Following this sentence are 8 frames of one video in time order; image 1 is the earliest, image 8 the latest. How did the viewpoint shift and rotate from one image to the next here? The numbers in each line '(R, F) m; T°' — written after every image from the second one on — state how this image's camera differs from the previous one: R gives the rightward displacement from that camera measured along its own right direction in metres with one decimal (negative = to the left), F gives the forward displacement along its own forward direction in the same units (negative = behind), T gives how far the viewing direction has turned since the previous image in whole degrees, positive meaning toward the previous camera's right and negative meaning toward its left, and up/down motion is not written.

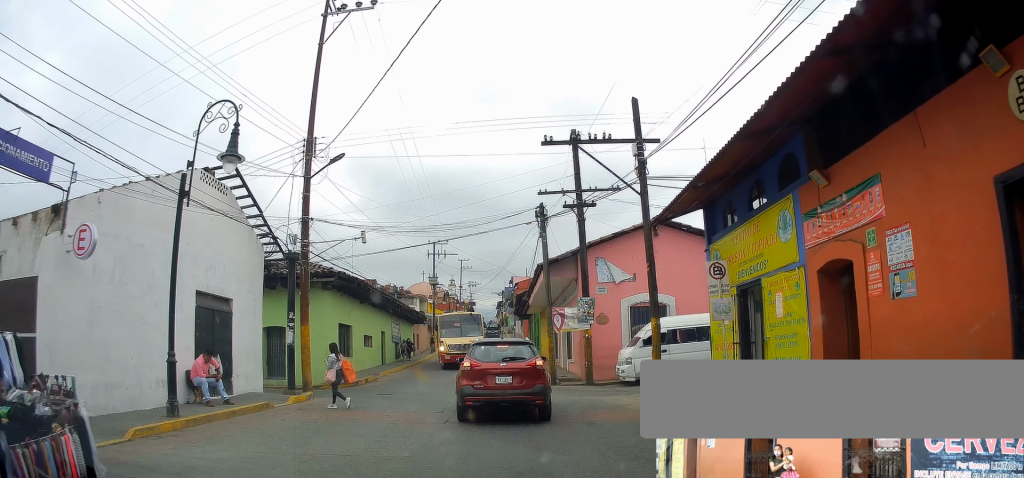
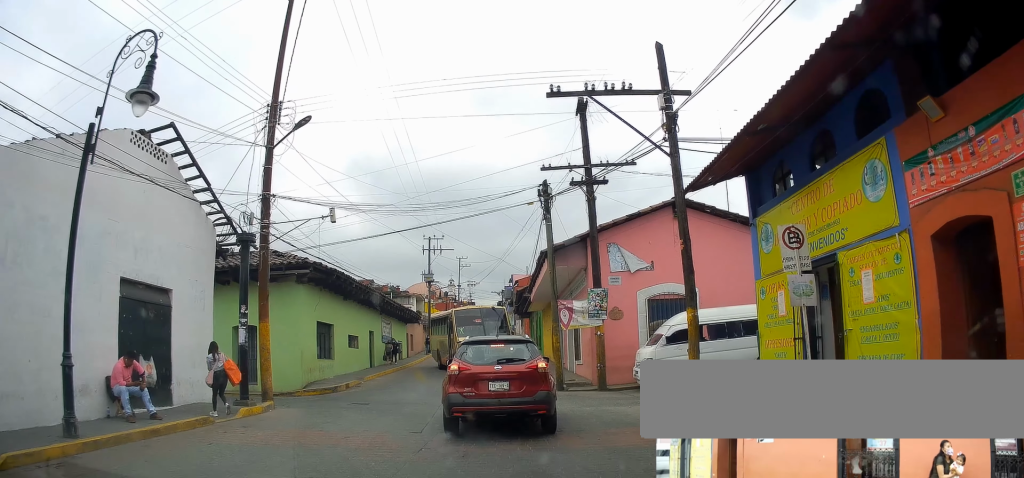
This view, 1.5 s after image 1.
(+0.1, +0.3) m; 0°
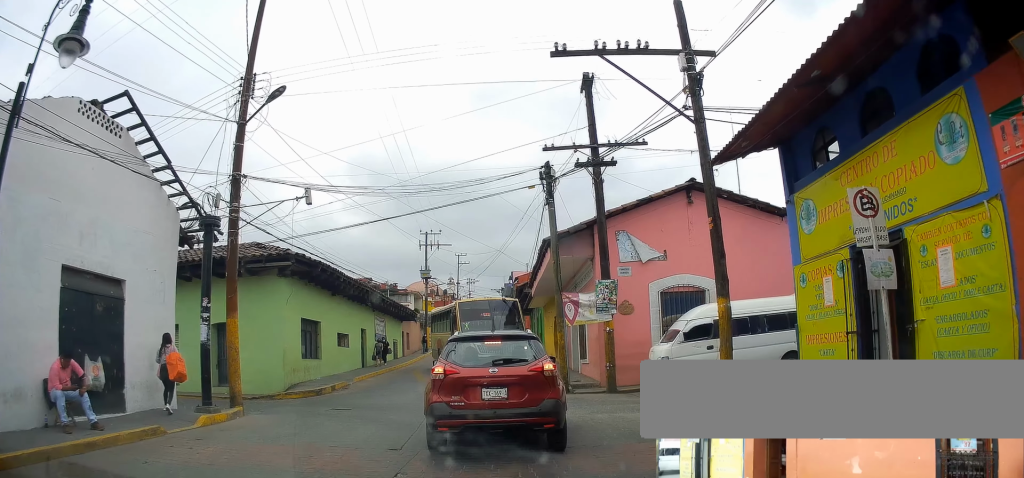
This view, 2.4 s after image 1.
(+0.1, +0.5) m; 0°
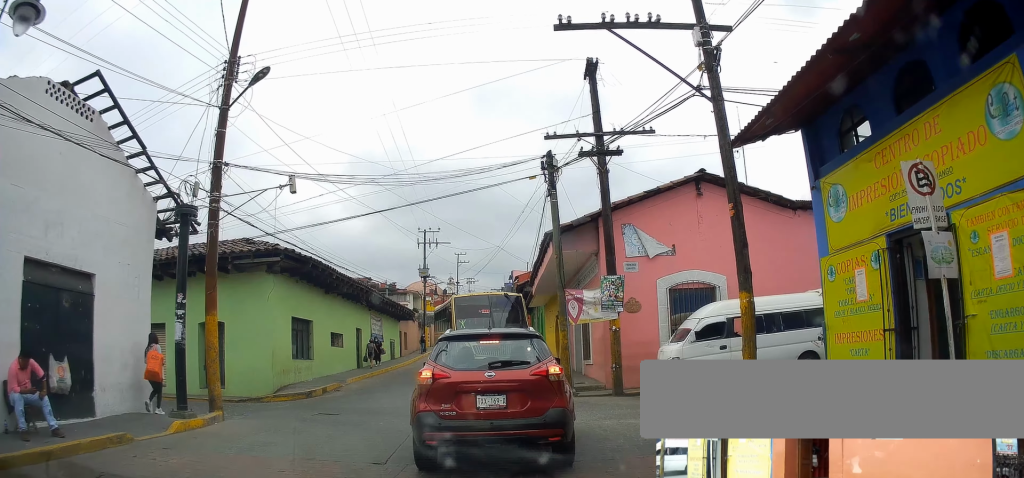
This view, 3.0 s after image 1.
(+0.2, +0.8) m; 0°
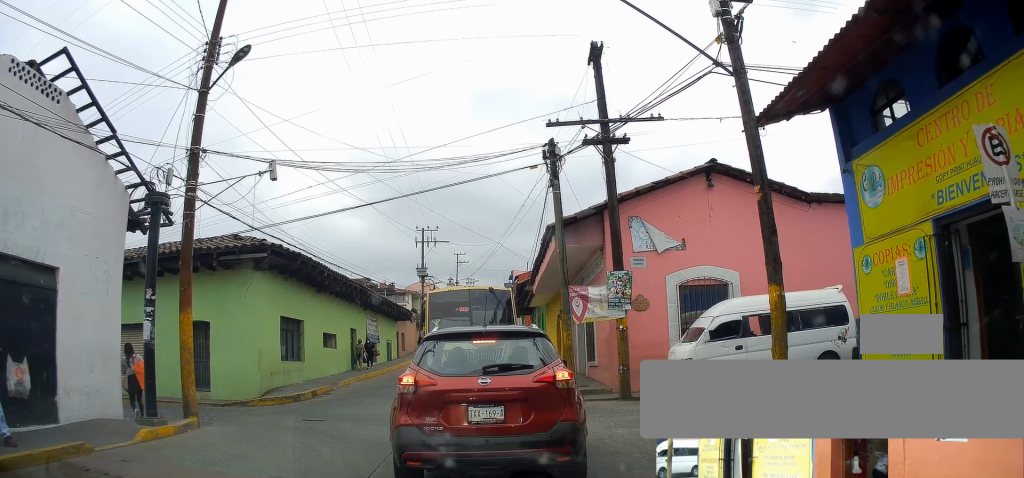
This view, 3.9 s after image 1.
(-0.2, +1.6) m; -3°
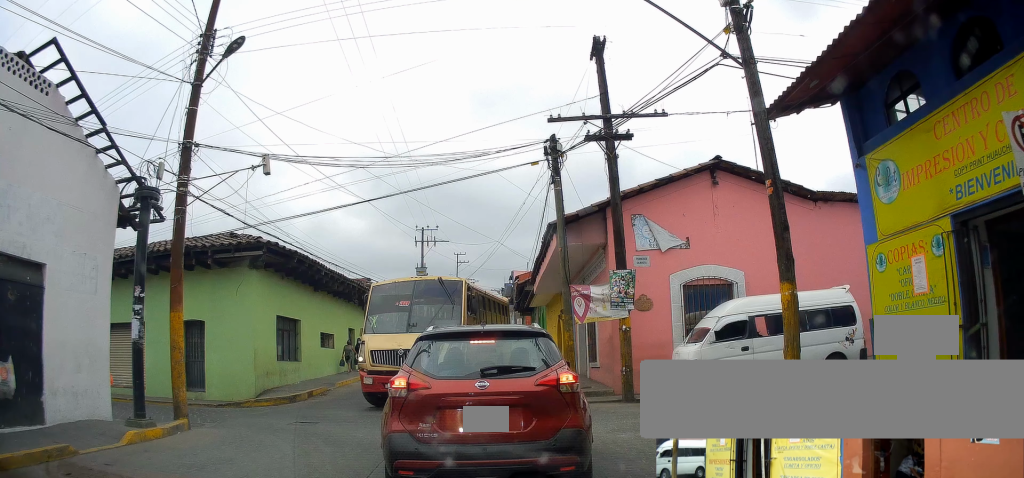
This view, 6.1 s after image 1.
(+0.9, +2.0) m; -1°
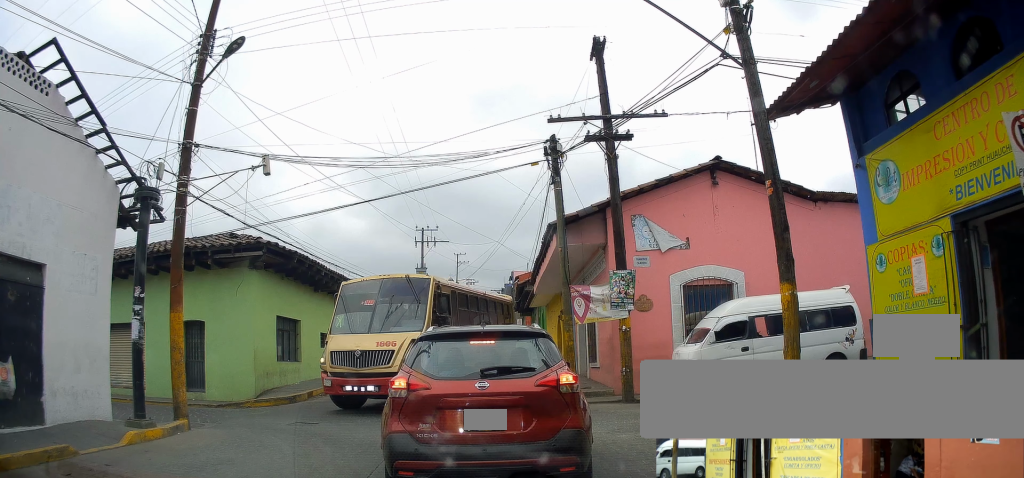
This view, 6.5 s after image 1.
(+0.2, +0.1) m; 0°
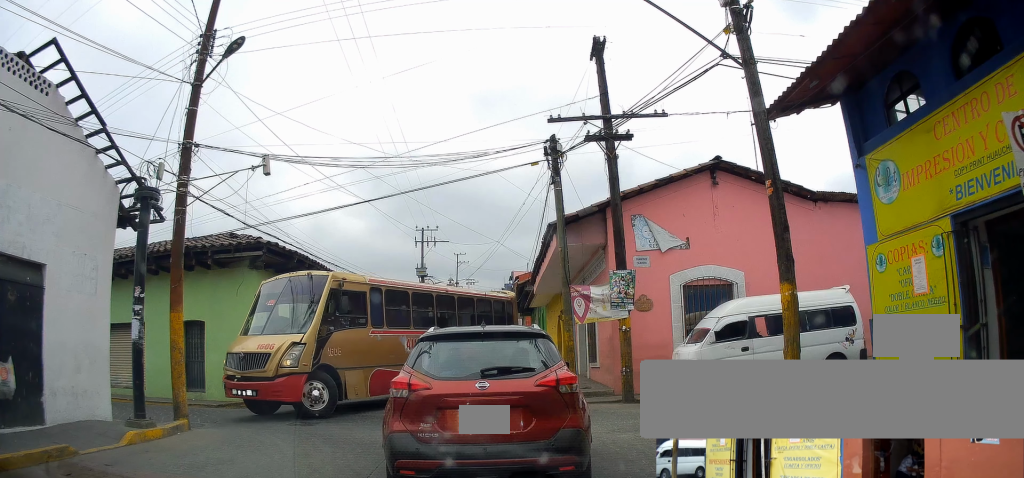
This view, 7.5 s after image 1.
(+0.2, +0.4) m; 0°
